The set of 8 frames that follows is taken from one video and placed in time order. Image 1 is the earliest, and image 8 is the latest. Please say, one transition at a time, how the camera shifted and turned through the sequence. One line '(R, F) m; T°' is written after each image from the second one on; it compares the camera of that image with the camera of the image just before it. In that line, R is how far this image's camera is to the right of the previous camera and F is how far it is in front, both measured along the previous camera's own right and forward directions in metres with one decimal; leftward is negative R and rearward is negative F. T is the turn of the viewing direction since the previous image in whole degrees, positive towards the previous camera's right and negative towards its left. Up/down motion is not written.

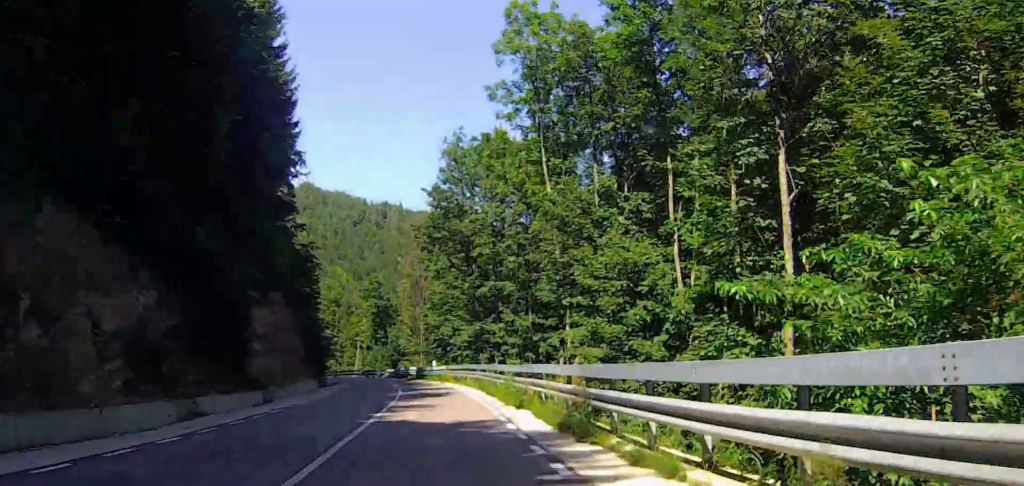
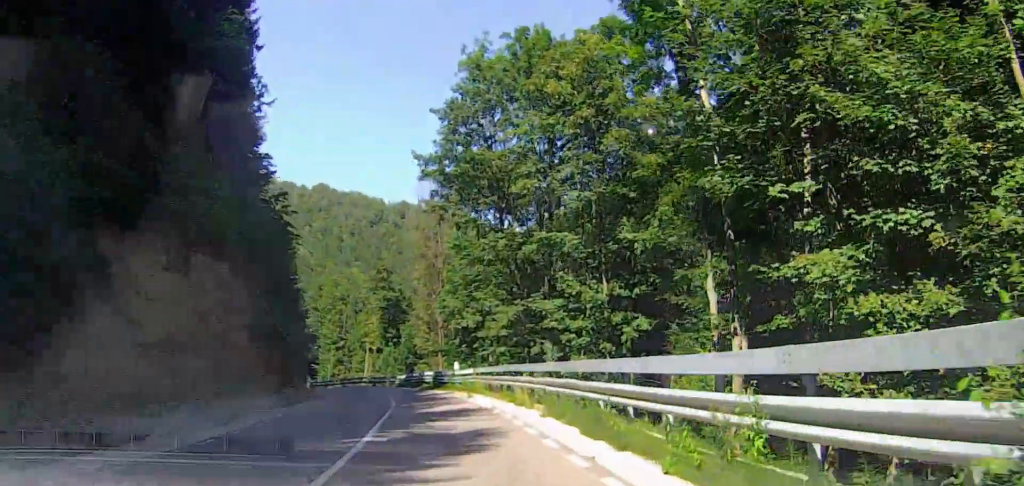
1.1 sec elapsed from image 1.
(-0.2, +17.6) m; -2°
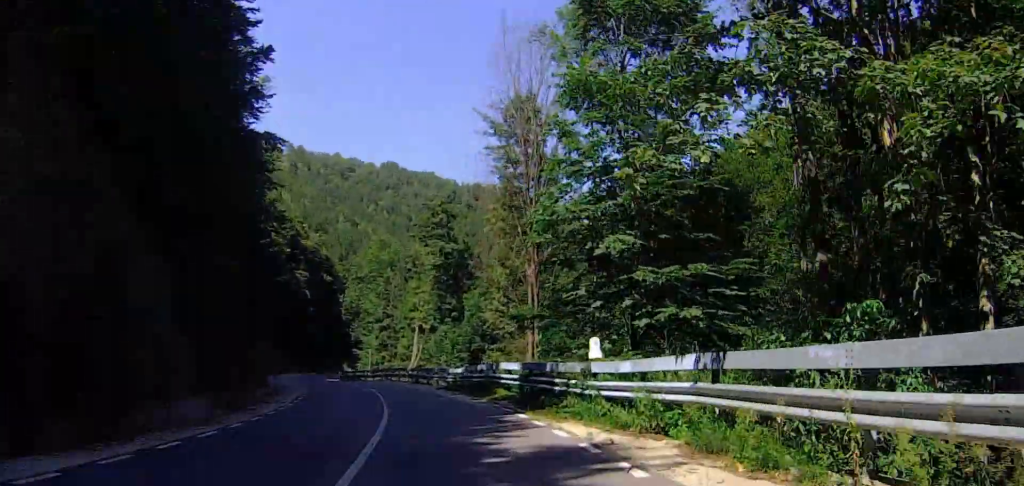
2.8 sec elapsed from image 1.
(-0.7, +27.4) m; -4°
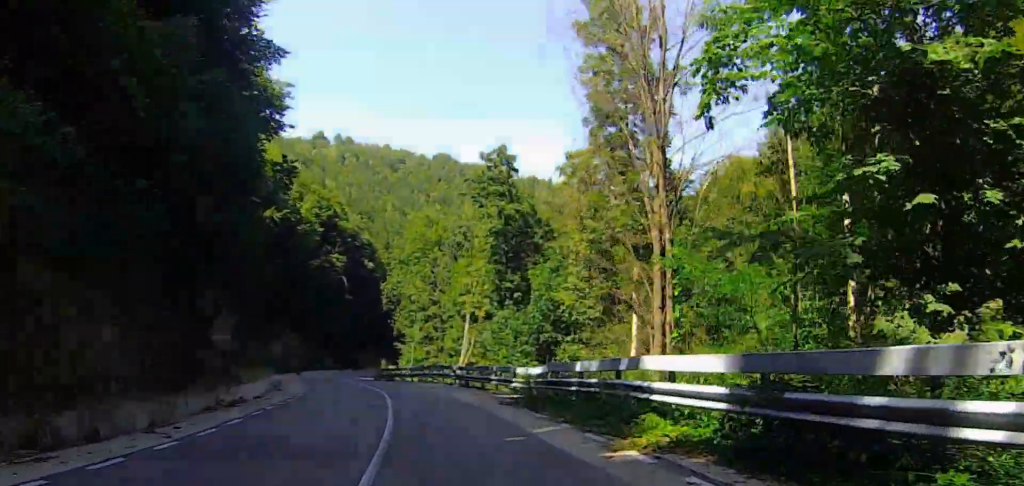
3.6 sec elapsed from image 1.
(-0.5, +13.2) m; -5°
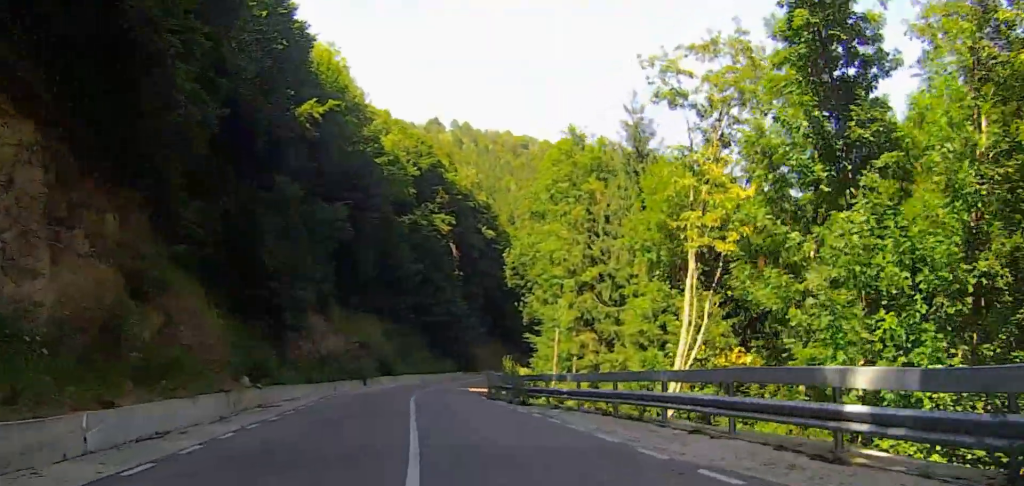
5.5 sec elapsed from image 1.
(-3.5, +29.7) m; -11°
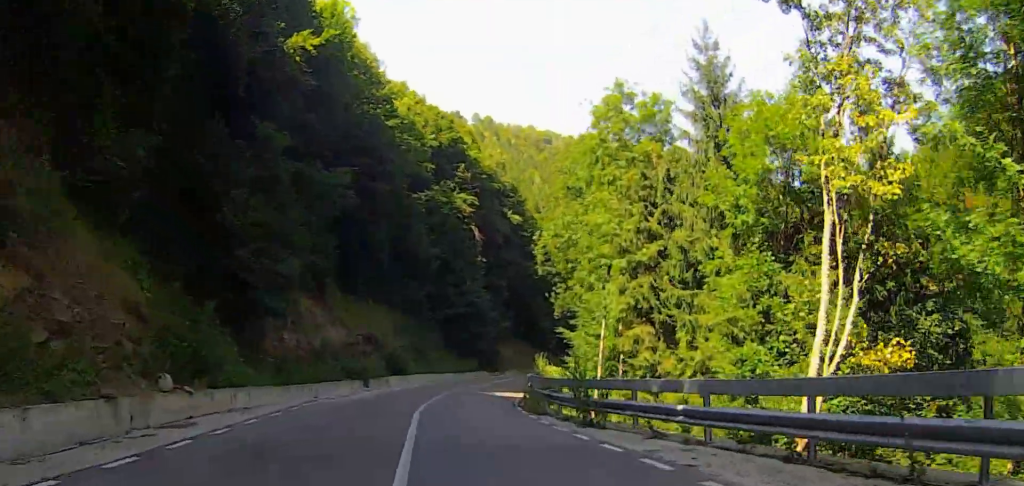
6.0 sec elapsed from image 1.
(-0.2, +8.5) m; 0°
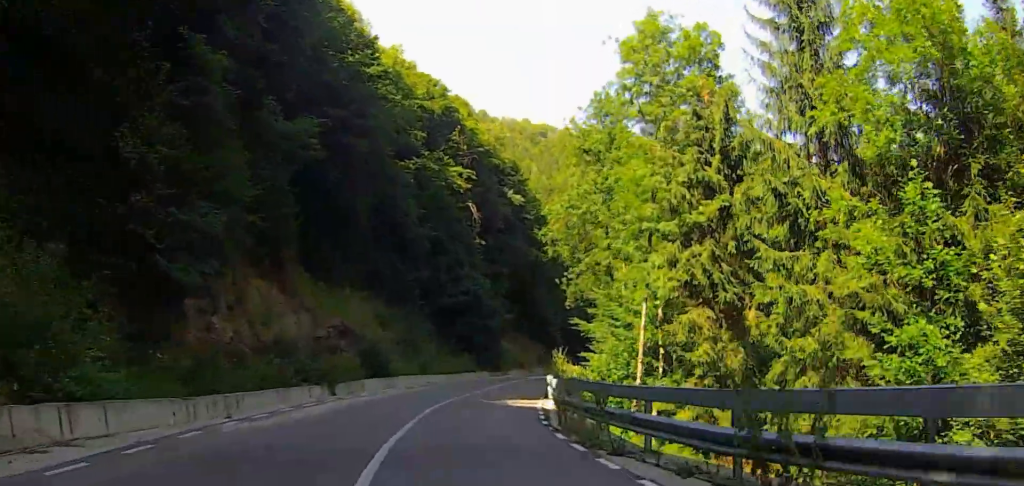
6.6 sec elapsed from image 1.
(-0.2, +9.0) m; +2°
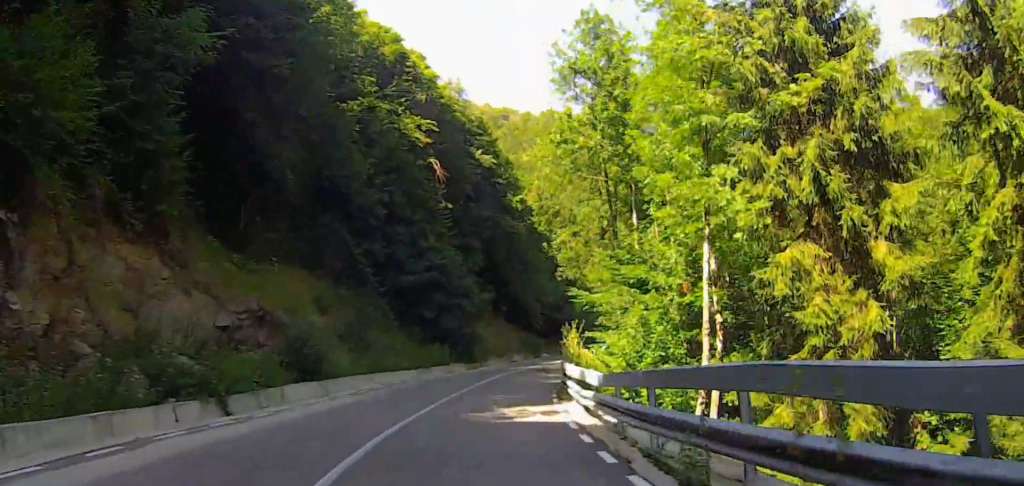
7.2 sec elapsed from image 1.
(+0.4, +10.5) m; +3°
